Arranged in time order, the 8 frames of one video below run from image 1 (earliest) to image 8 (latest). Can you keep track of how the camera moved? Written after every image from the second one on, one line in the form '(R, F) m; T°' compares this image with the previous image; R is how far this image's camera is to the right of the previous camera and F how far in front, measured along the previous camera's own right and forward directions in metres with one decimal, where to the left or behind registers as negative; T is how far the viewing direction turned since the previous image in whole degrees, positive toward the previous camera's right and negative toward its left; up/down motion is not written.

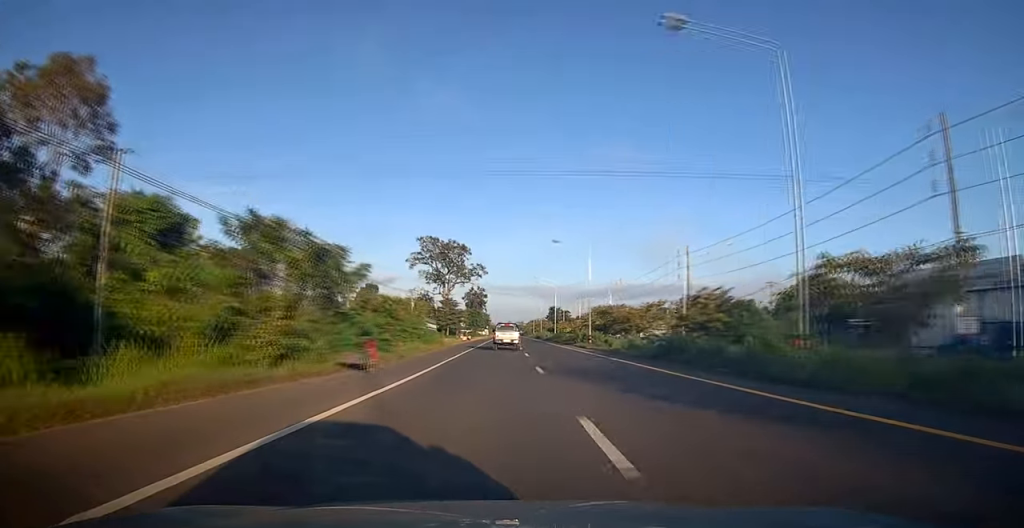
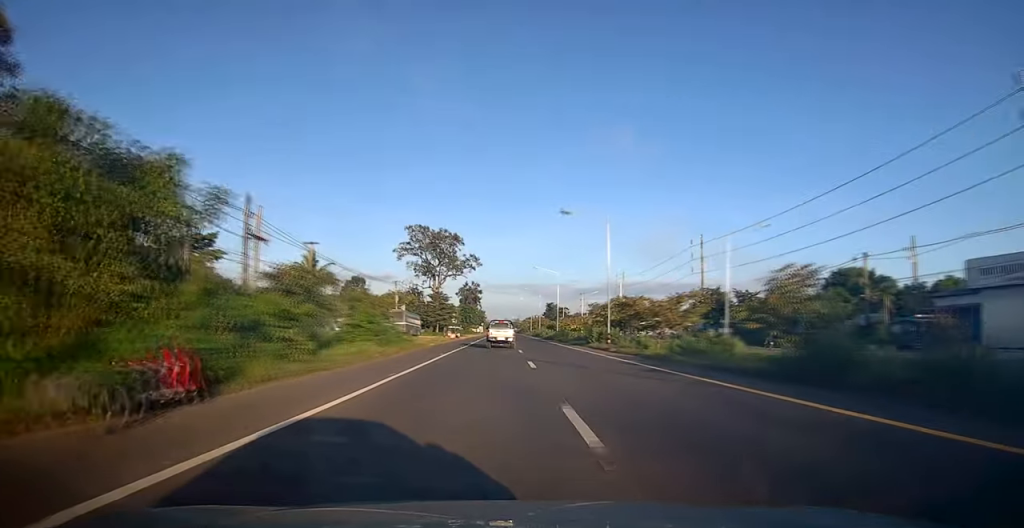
(0.0, +11.0) m; -1°
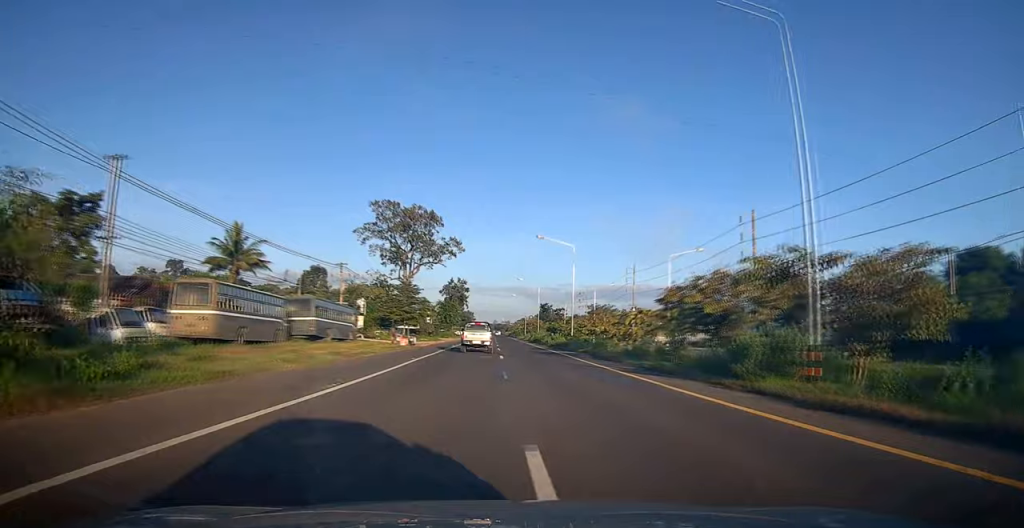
(-0.1, +27.1) m; +1°
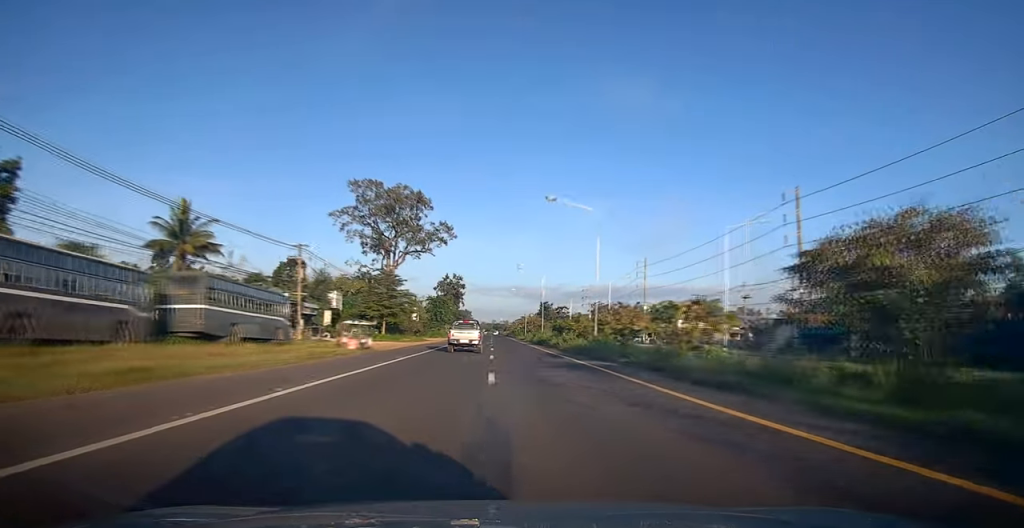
(+0.4, +13.6) m; 0°
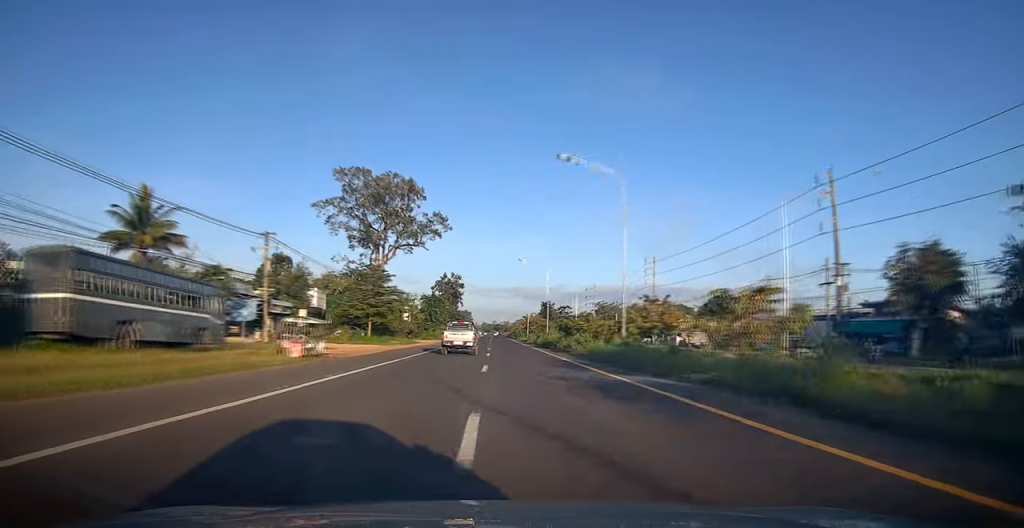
(-0.2, +8.0) m; 0°
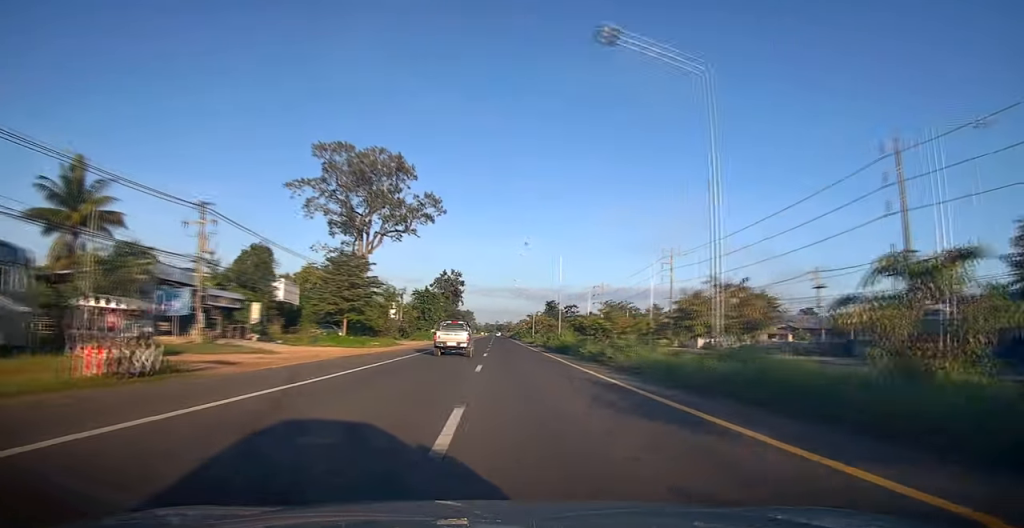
(-0.3, +11.1) m; 0°
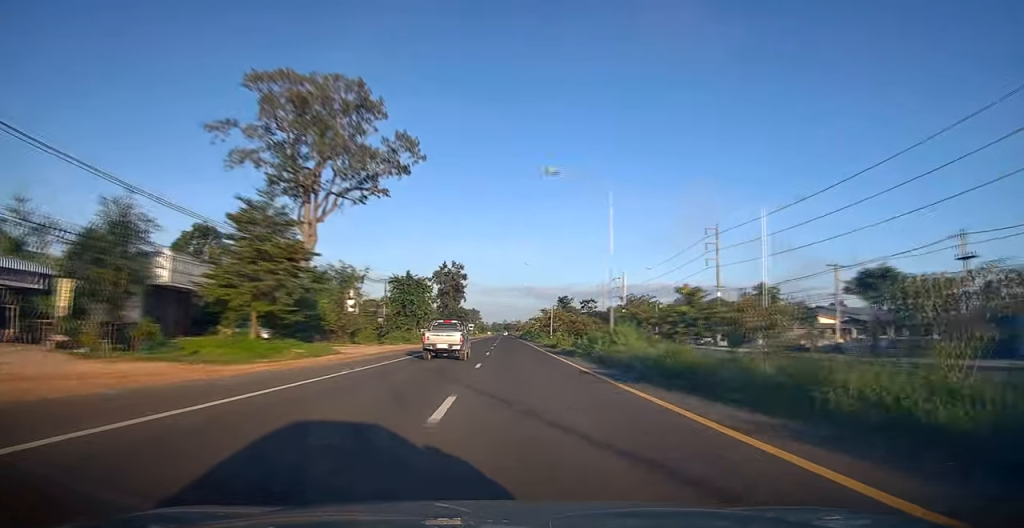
(+0.5, +21.9) m; 0°
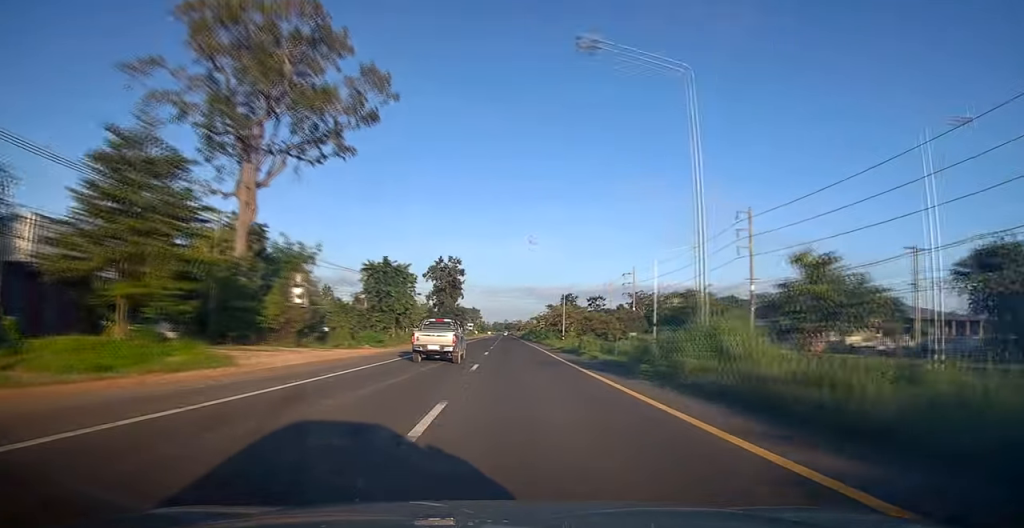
(-0.4, +13.5) m; -1°
